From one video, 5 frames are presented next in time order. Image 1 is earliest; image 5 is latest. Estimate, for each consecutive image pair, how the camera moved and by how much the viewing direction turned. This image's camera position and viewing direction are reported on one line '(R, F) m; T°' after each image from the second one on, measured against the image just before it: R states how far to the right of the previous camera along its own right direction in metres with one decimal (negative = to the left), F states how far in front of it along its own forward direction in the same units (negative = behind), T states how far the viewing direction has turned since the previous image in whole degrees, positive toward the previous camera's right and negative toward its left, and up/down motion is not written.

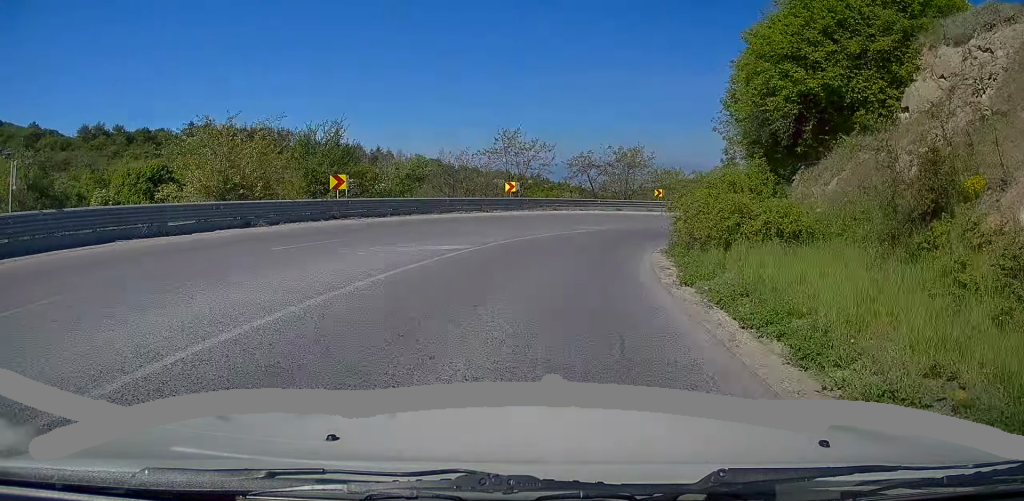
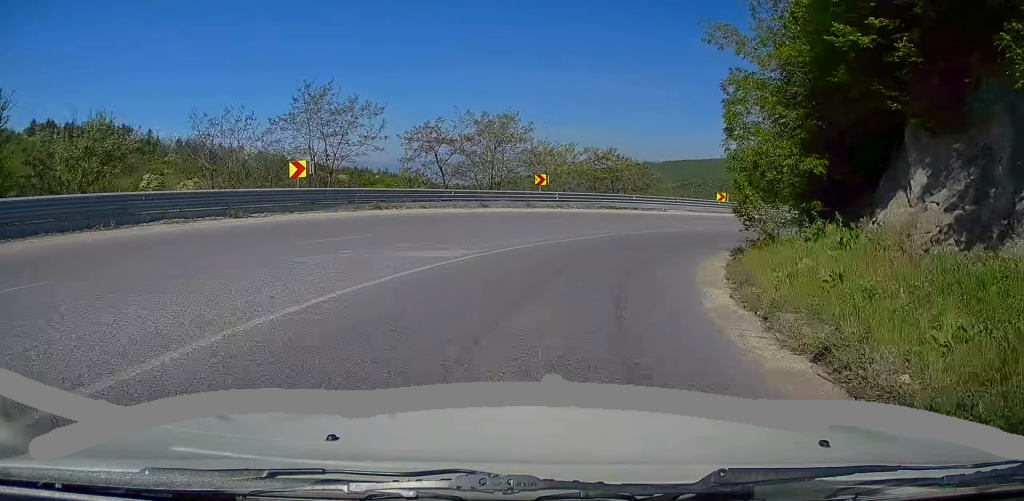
(+1.0, +17.9) m; +10°
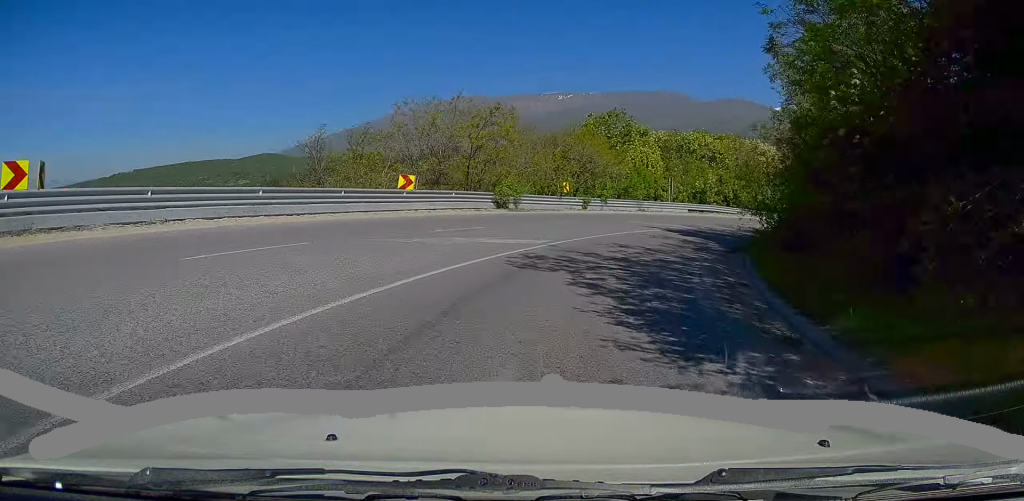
(+9.8, +31.6) m; +39°
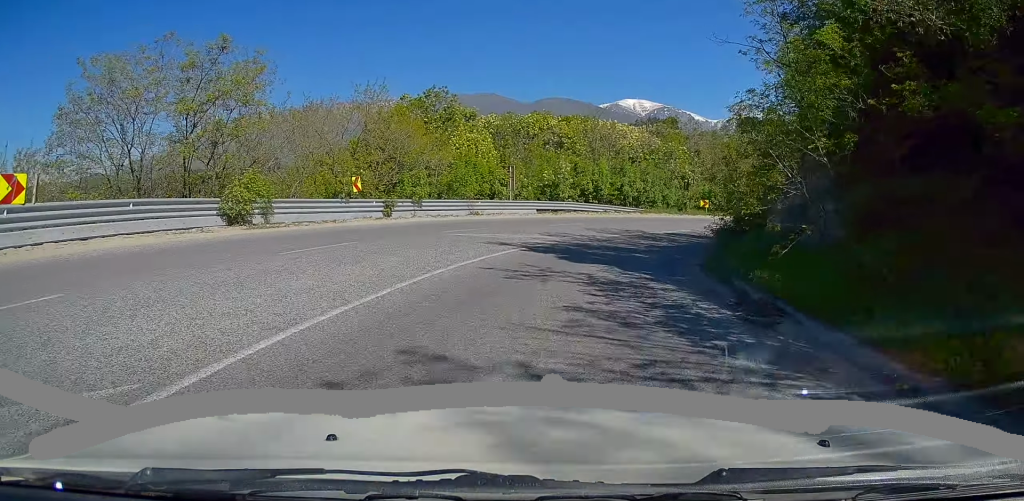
(+2.7, +11.6) m; +22°
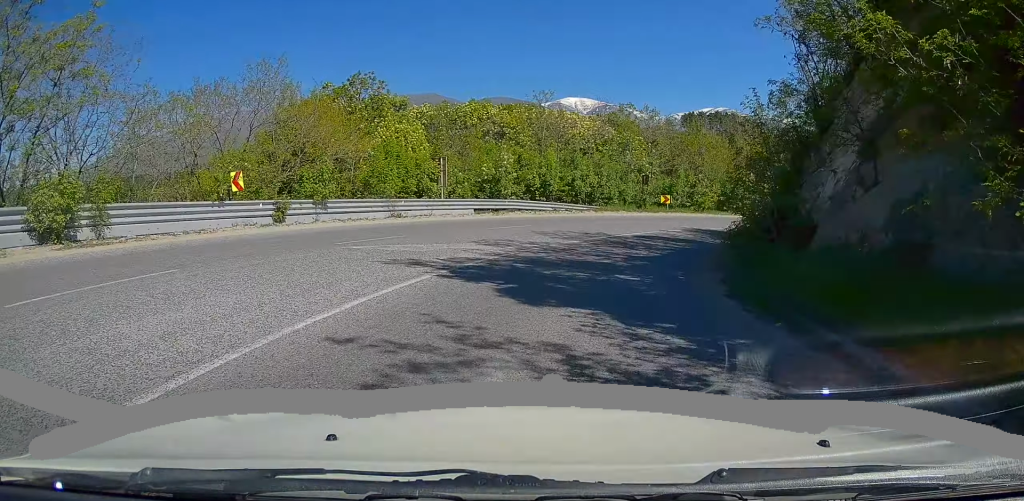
(+0.7, +5.2) m; +7°
